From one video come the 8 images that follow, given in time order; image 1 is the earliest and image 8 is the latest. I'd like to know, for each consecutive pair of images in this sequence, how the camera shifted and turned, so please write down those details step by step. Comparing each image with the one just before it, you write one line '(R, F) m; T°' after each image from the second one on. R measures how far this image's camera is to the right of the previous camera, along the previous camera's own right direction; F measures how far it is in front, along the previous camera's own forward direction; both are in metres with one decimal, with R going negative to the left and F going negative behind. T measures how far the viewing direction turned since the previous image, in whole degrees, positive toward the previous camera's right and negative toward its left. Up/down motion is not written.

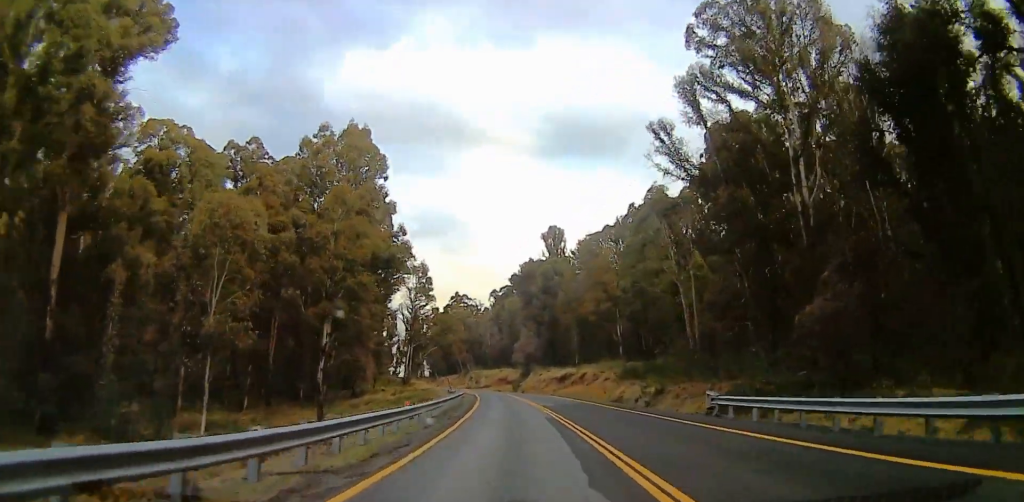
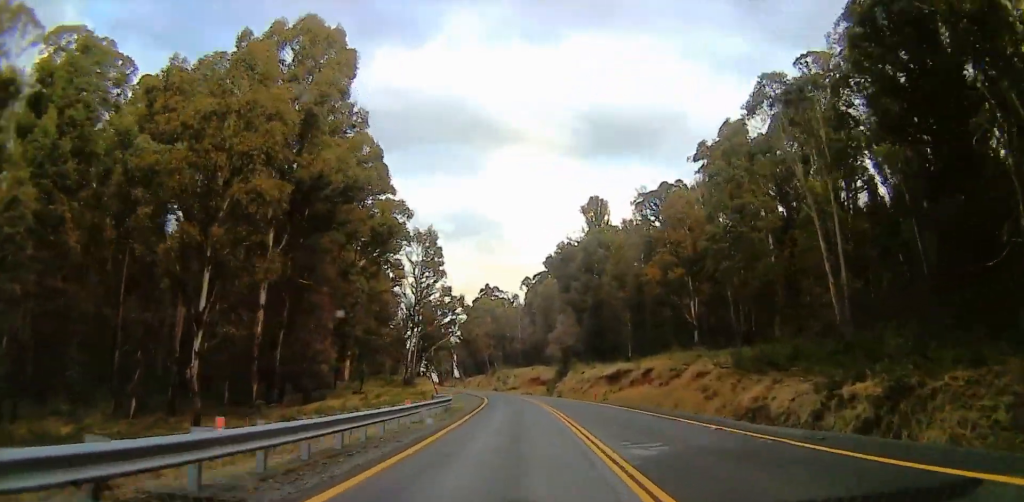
(-1.9, +27.0) m; -6°
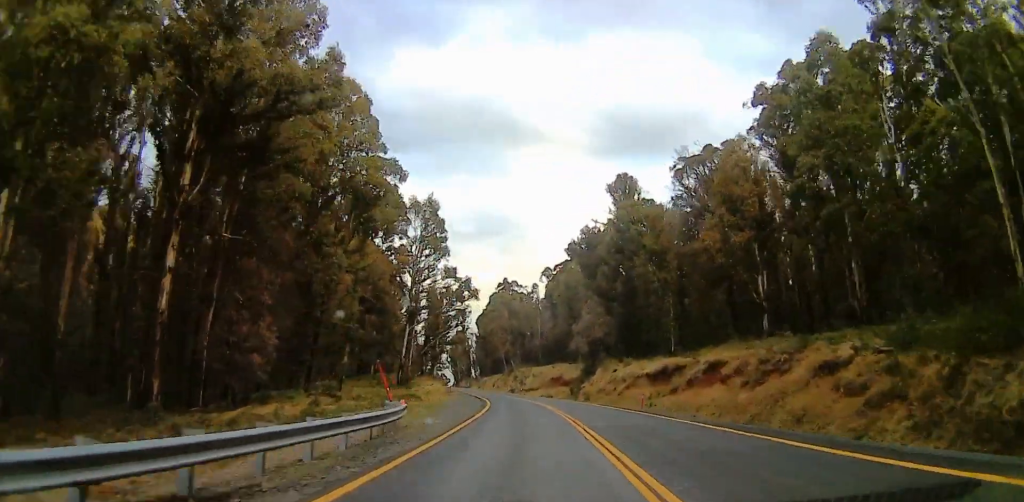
(-0.4, +16.1) m; -2°
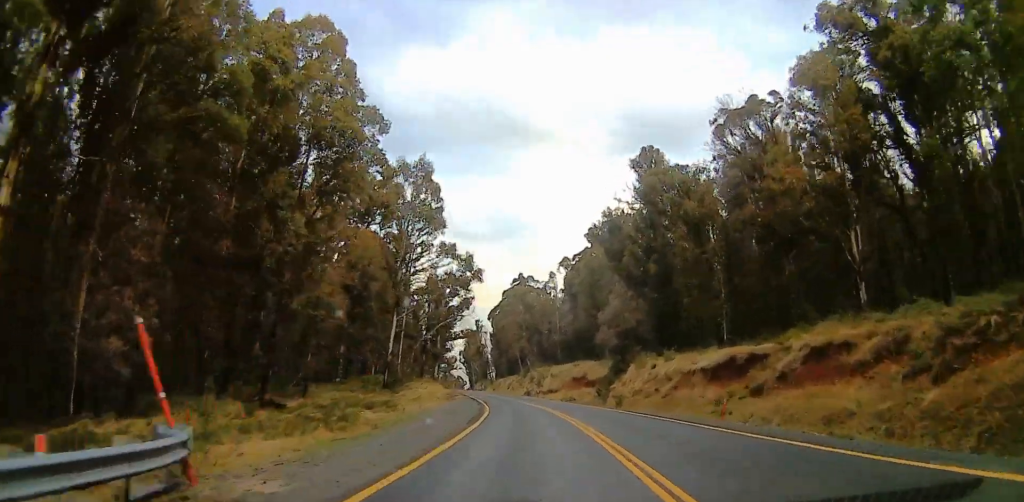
(0.0, +15.1) m; 0°
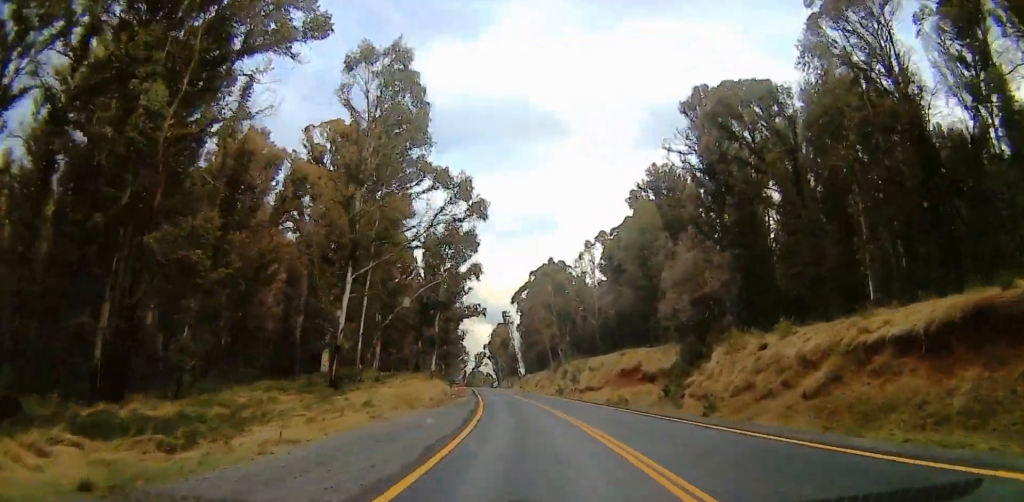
(0.0, +23.2) m; -3°
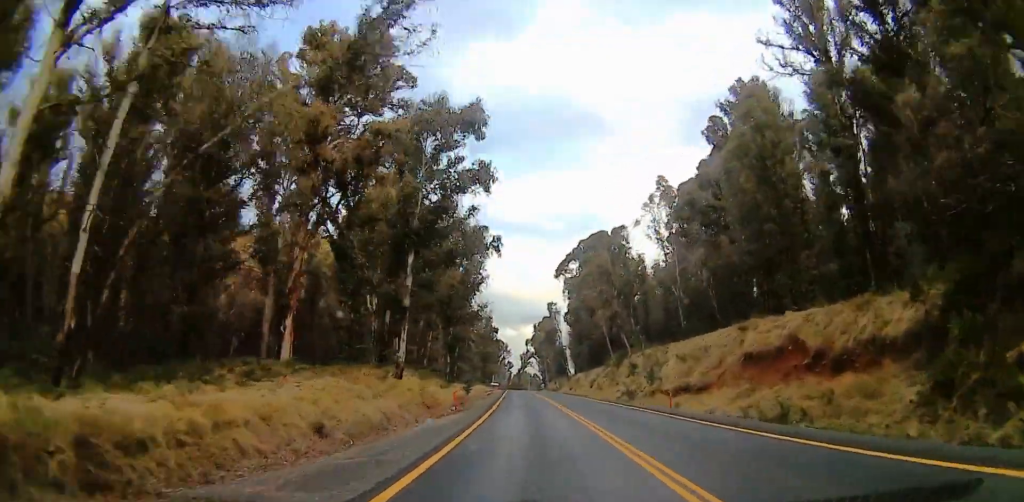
(-1.5, +30.2) m; -3°
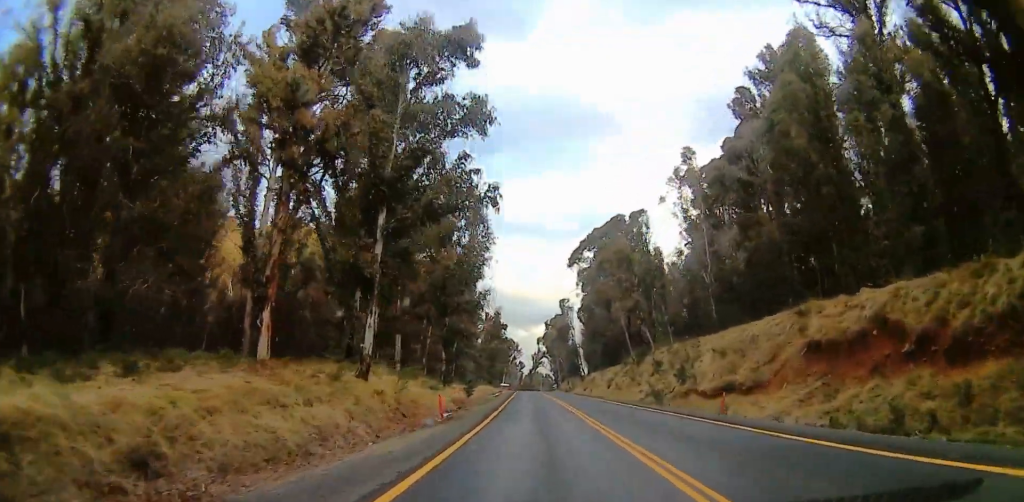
(0.0, +9.4) m; 0°
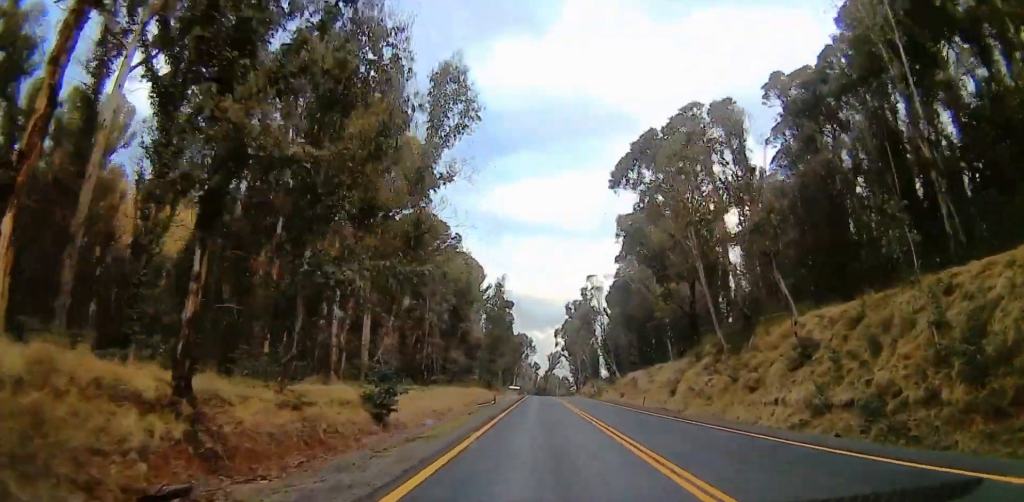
(-0.2, +34.2) m; -5°
